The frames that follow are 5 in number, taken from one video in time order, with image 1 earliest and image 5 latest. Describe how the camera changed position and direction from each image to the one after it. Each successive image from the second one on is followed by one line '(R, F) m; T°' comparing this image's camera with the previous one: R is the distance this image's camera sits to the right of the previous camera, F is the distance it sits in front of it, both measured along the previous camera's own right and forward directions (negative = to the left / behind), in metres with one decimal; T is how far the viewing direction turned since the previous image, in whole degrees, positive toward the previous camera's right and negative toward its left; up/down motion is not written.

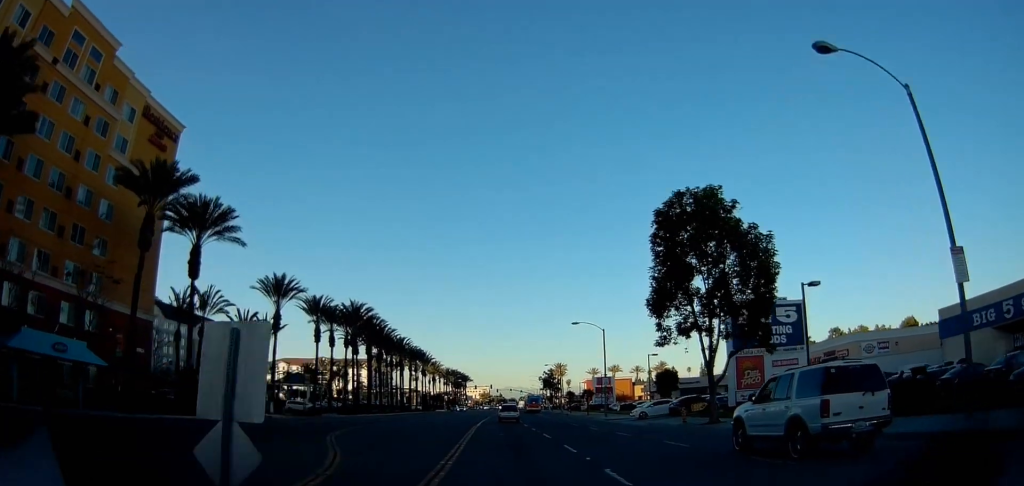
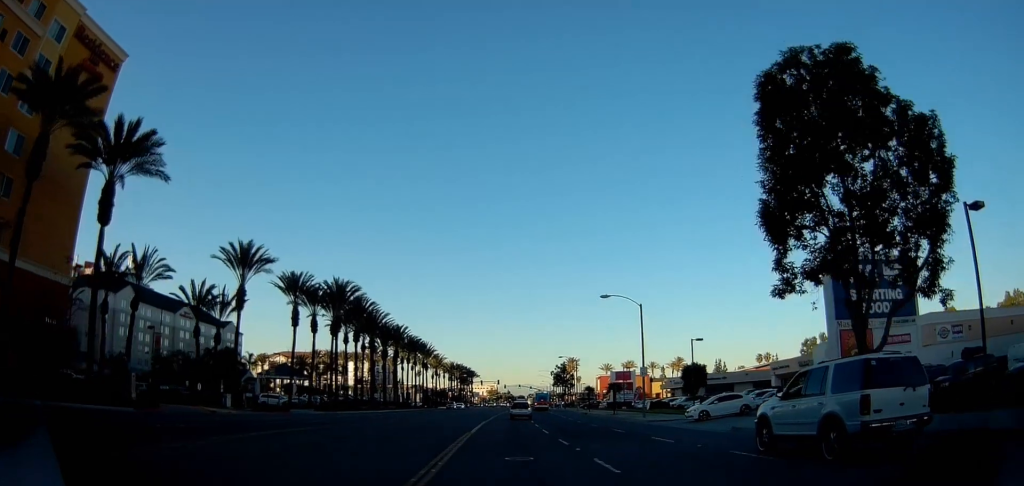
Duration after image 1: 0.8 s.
(+0.4, +14.3) m; 0°
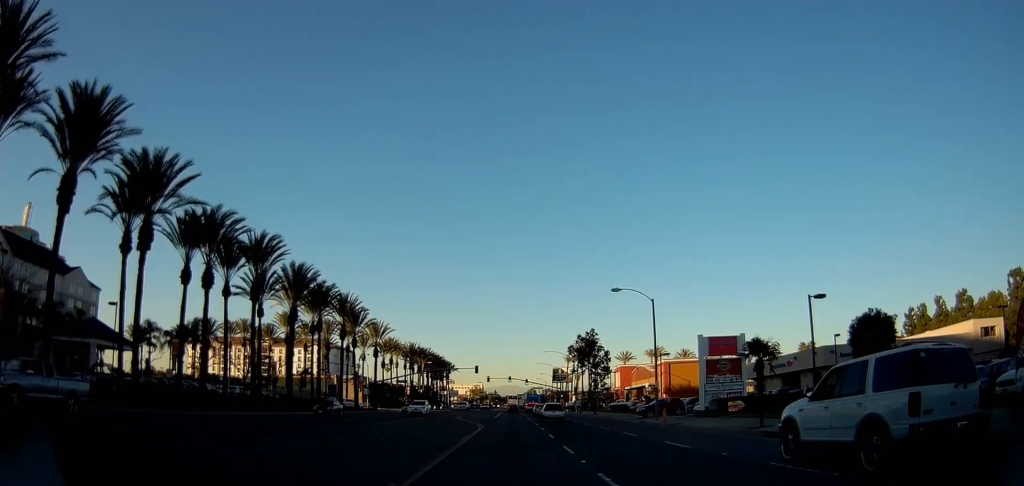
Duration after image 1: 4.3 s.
(+0.5, +64.6) m; 0°
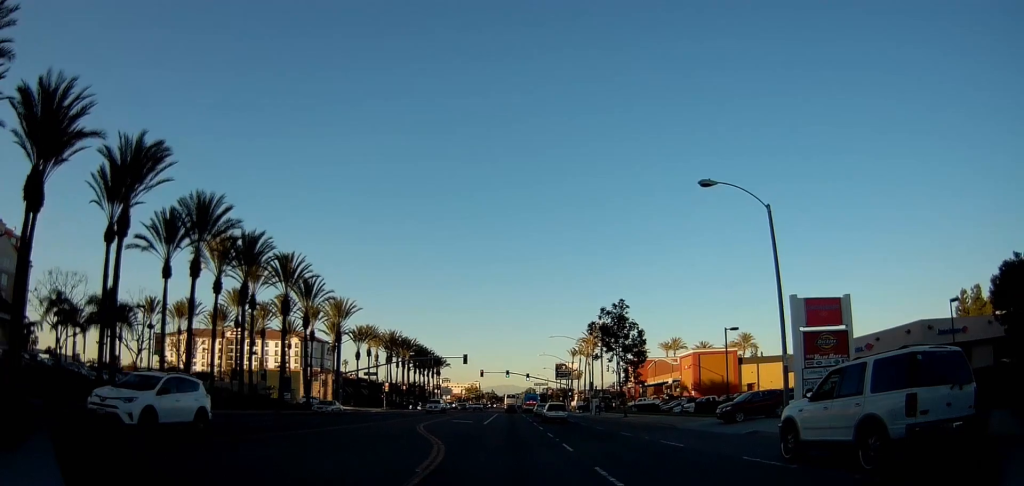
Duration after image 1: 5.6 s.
(+0.3, +21.5) m; +2°
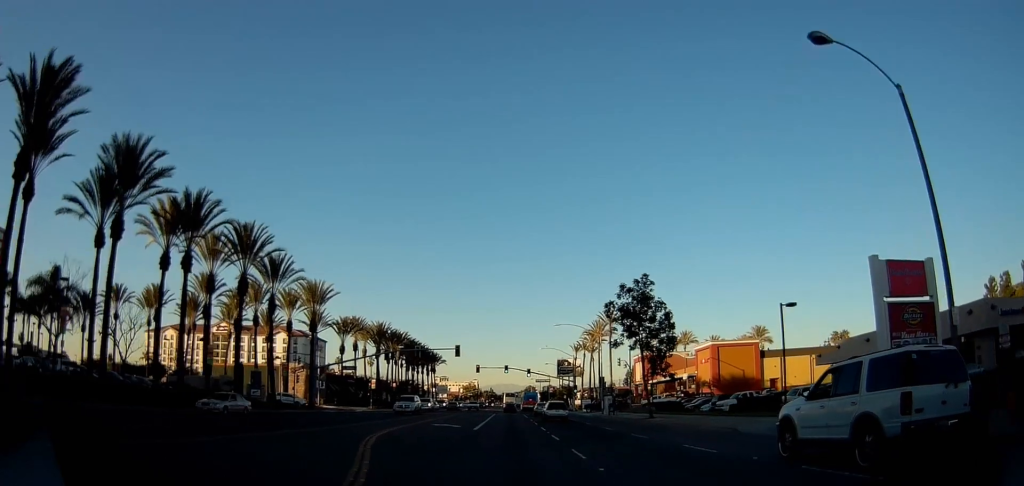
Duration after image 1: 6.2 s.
(+0.1, +10.3) m; -1°
